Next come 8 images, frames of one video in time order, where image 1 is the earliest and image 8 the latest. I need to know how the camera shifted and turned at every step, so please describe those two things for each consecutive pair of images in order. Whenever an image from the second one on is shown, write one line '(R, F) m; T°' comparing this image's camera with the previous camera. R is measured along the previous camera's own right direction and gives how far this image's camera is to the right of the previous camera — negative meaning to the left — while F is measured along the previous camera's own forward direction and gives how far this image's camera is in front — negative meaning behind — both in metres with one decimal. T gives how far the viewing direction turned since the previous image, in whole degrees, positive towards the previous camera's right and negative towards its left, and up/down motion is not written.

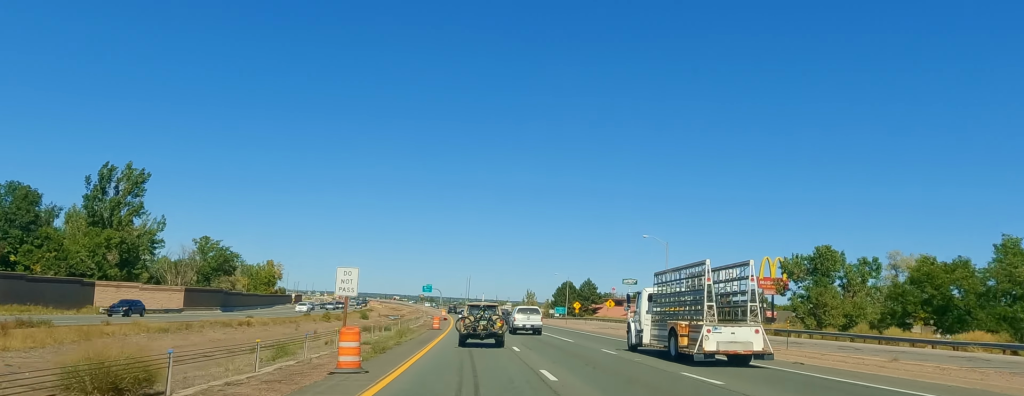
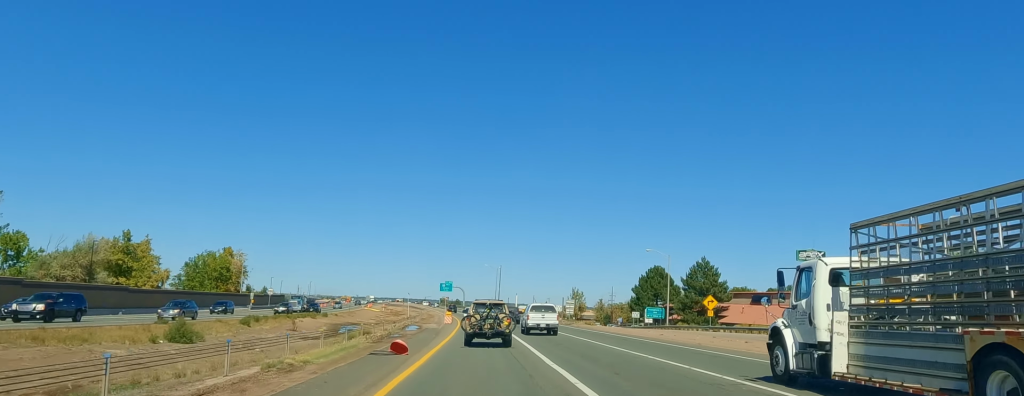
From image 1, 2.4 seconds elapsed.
(-1.9, +78.6) m; -3°
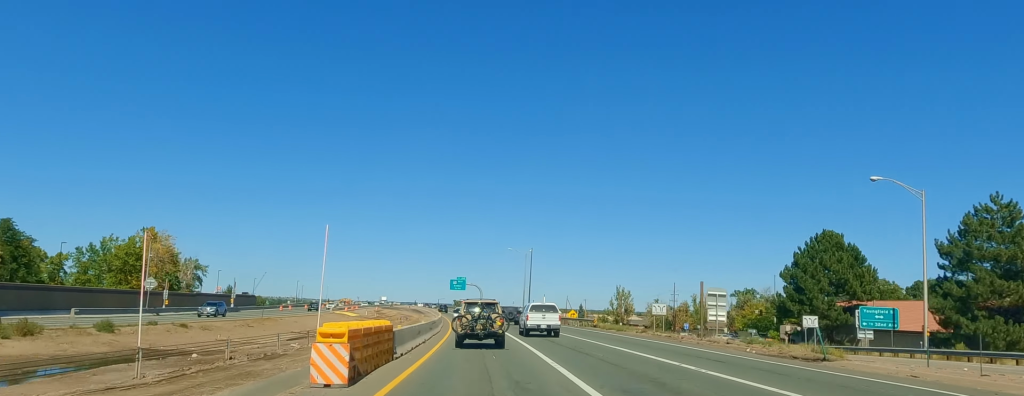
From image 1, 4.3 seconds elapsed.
(-0.9, +60.8) m; -2°
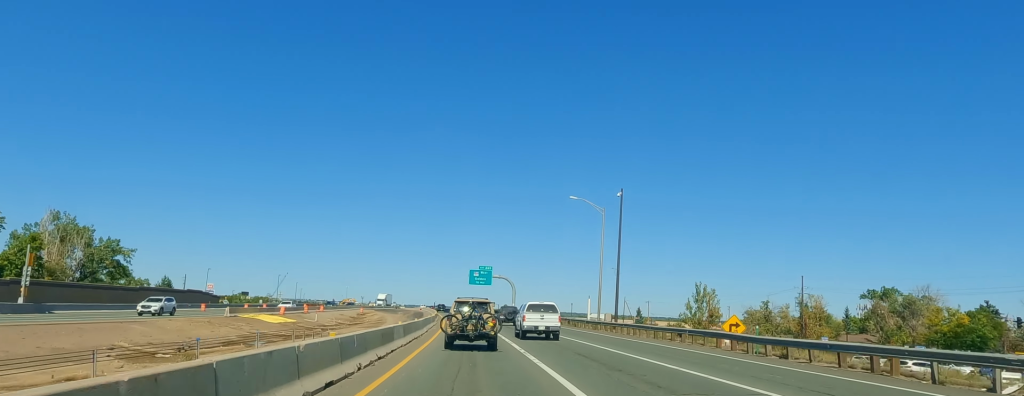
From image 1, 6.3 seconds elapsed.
(-1.3, +64.4) m; -2°
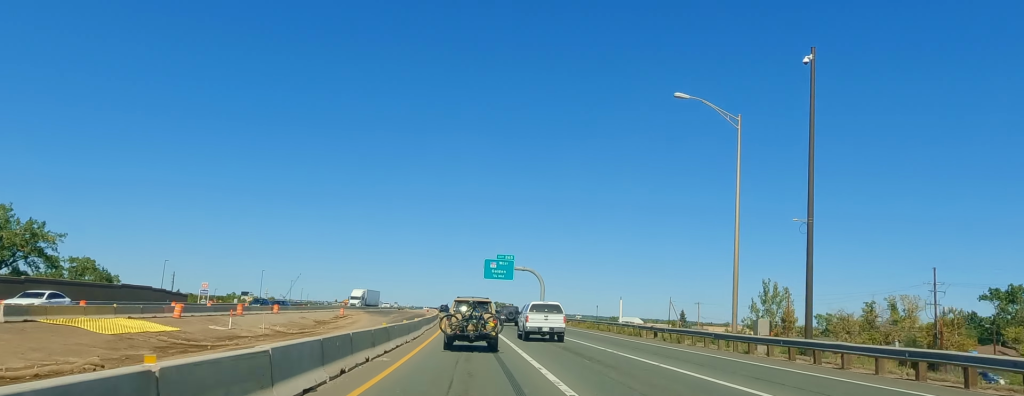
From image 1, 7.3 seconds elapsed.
(-0.4, +33.8) m; -1°
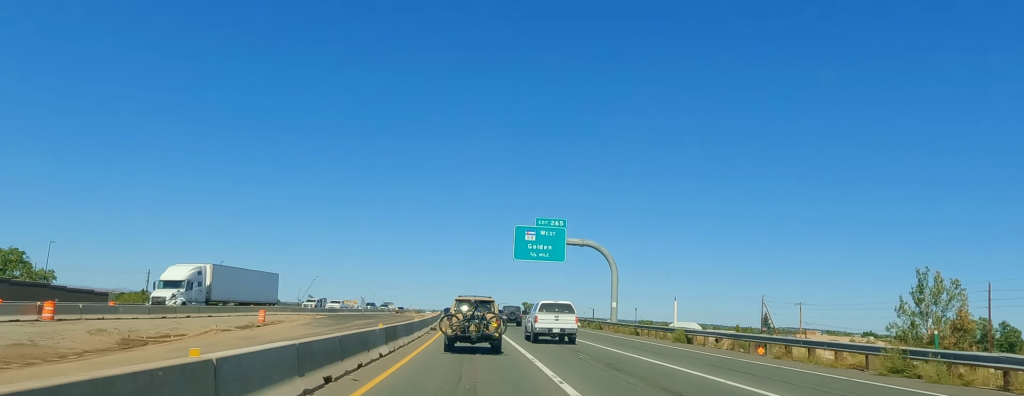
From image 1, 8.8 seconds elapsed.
(-0.3, +46.2) m; -1°
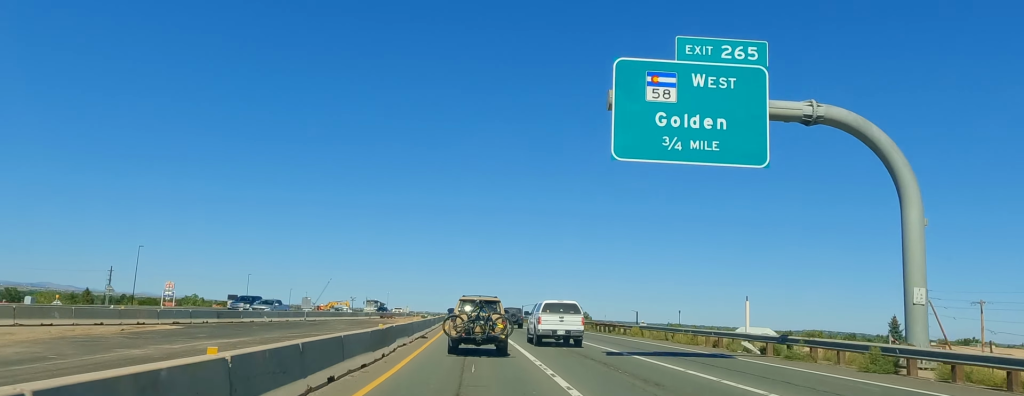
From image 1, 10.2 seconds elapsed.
(-0.8, +43.0) m; -1°
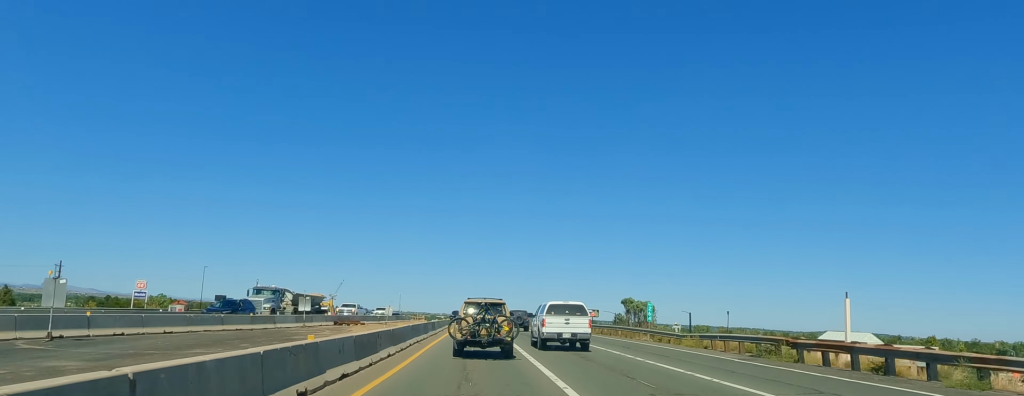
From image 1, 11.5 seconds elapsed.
(-0.4, +38.5) m; -1°
